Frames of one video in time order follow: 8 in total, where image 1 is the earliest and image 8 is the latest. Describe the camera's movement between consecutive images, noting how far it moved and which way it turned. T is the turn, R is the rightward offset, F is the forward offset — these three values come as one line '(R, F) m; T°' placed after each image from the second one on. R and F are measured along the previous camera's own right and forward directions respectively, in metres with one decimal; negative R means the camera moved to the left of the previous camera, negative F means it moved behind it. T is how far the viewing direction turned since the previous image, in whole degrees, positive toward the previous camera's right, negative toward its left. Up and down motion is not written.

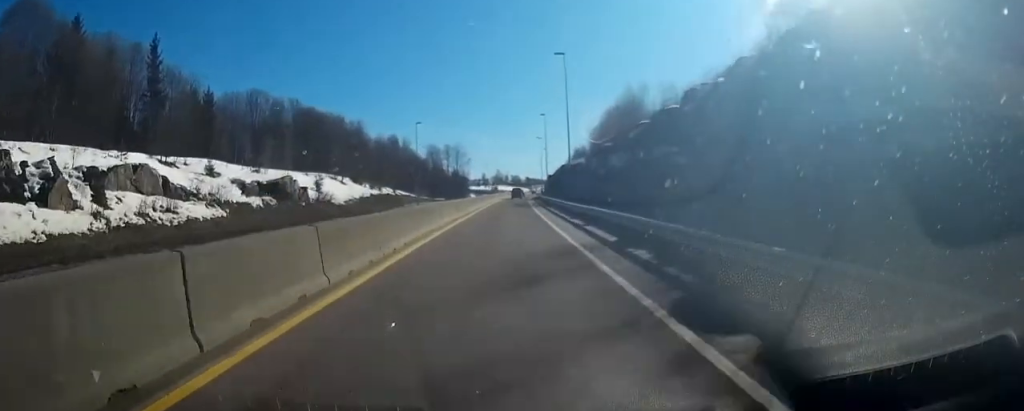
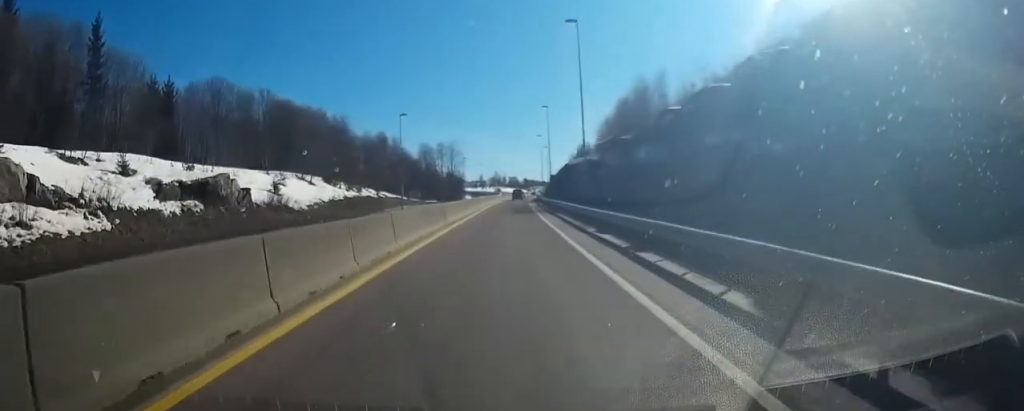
(0.0, +10.2) m; 0°
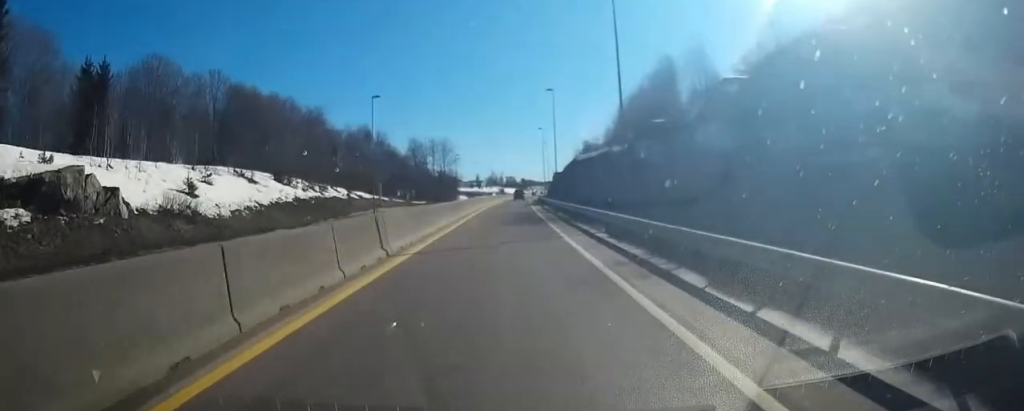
(+0.1, +13.2) m; +1°
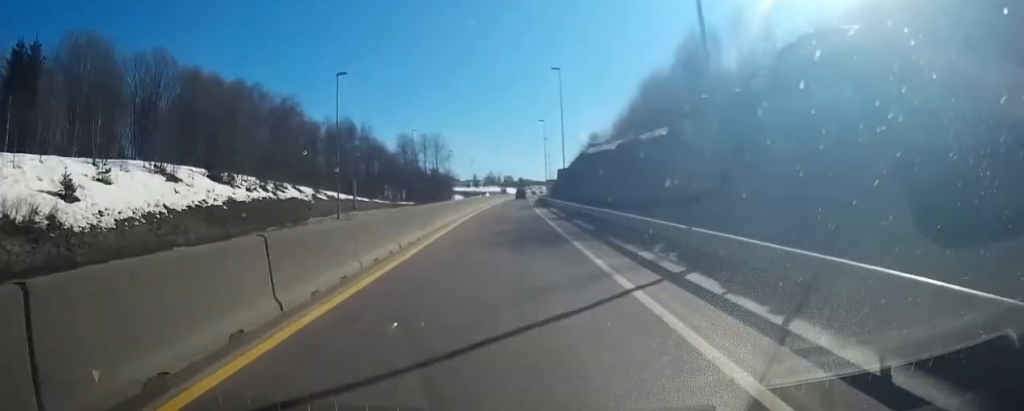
(0.0, +11.0) m; 0°
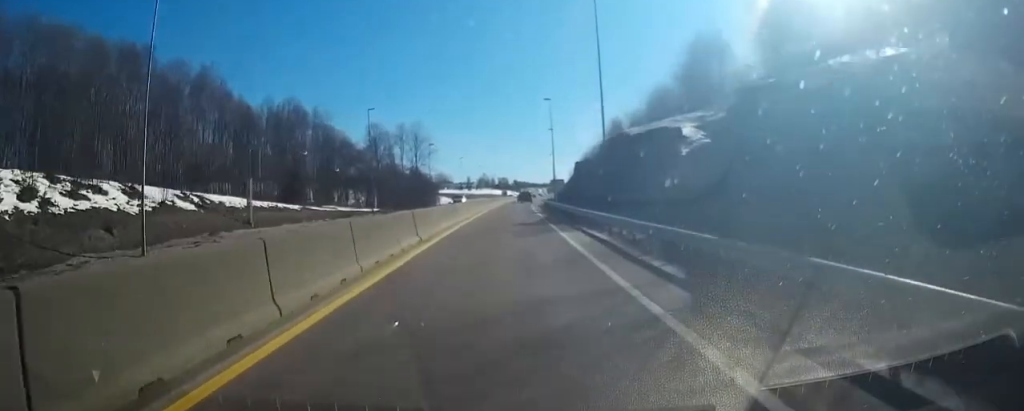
(+0.2, +24.5) m; 0°
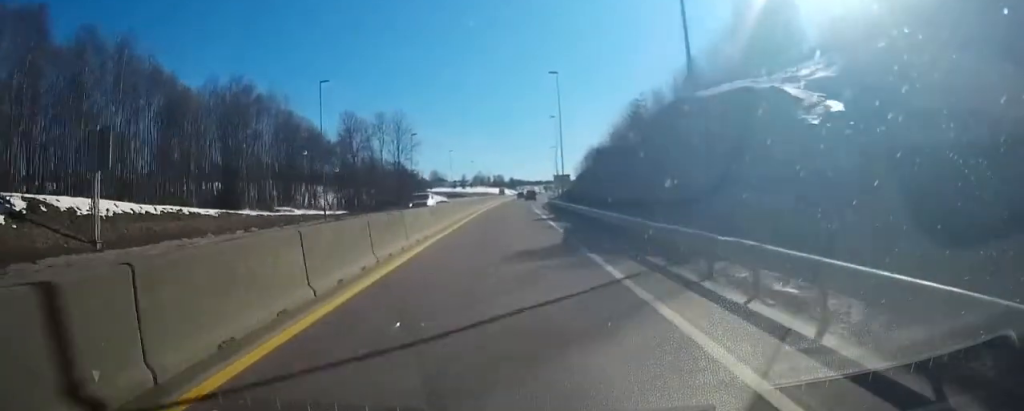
(-0.1, +15.1) m; 0°
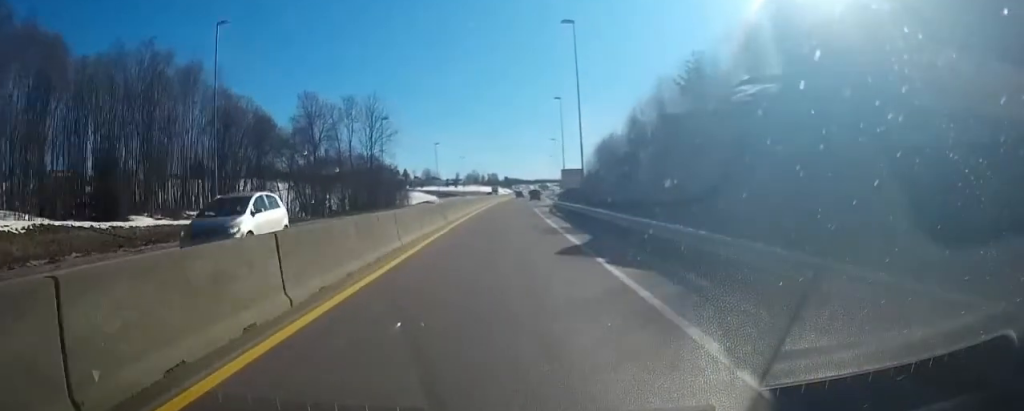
(+0.1, +17.7) m; +1°
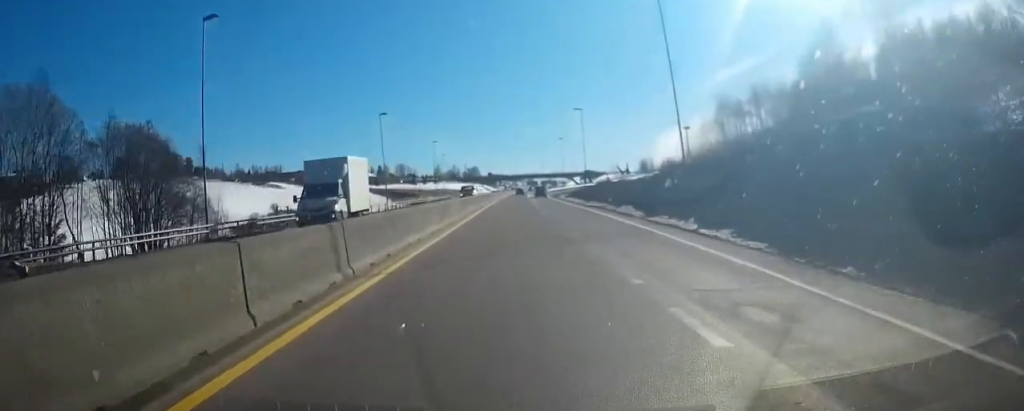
(+1.2, +85.6) m; +1°
